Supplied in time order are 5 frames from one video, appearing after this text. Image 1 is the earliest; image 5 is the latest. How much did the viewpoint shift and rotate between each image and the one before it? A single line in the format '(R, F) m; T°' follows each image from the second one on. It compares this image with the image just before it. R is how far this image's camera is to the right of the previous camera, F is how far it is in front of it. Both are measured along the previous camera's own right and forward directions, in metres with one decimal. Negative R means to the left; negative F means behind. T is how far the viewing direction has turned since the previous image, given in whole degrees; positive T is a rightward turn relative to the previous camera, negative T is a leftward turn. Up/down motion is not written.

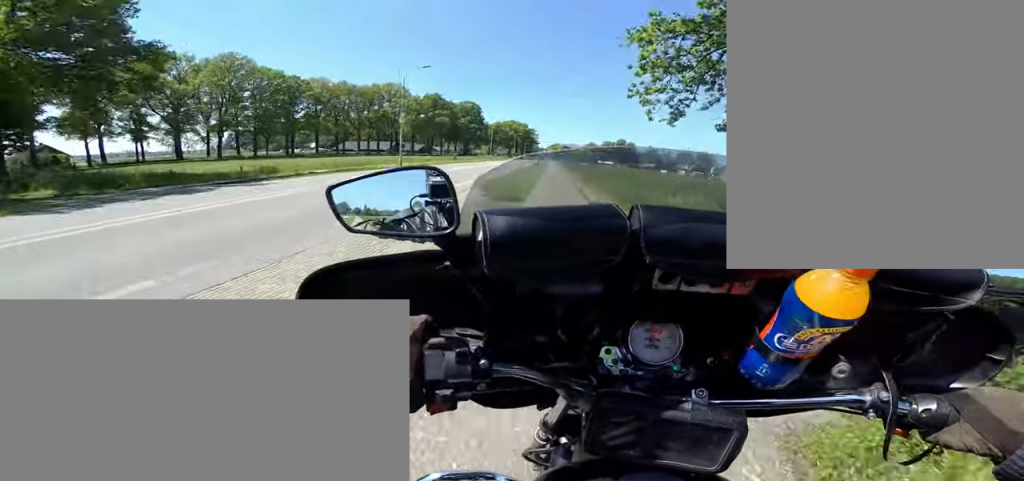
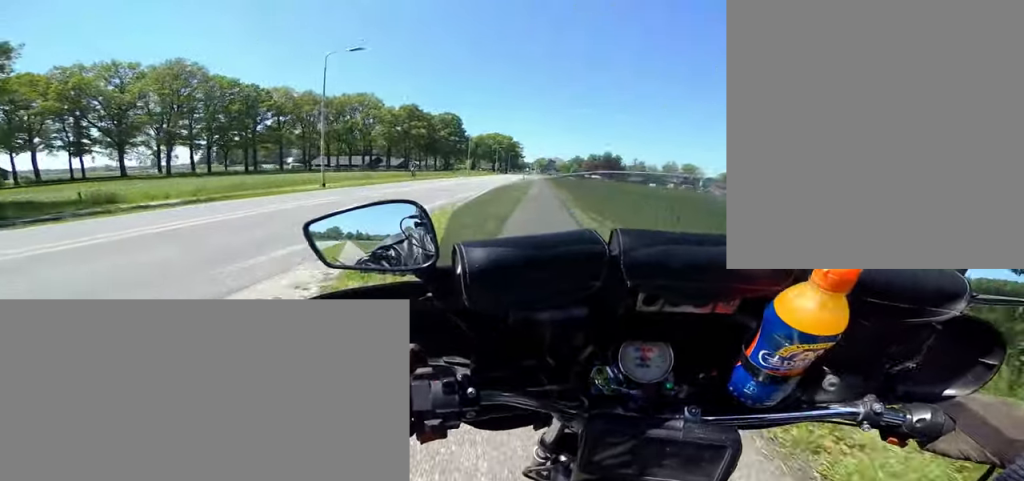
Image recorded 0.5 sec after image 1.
(-0.2, +7.8) m; +3°
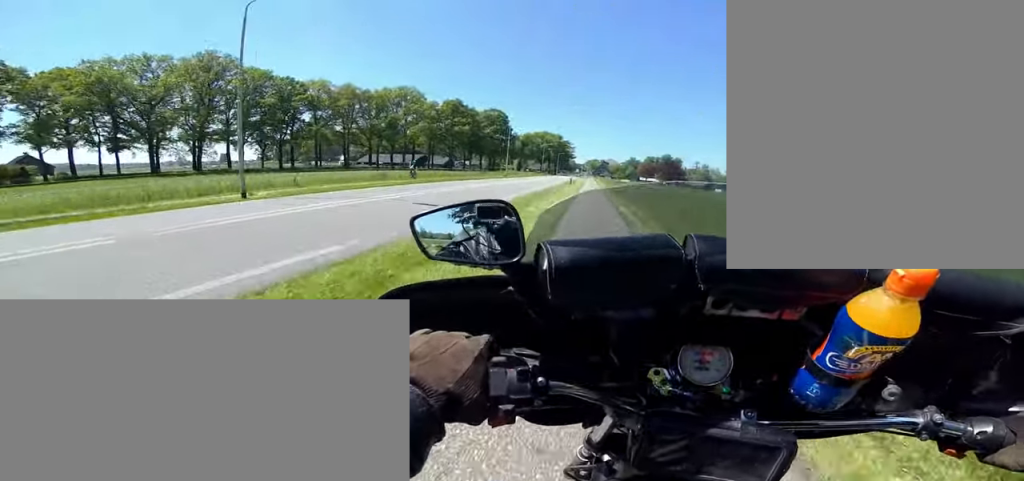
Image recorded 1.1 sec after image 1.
(+0.5, +8.3) m; +1°
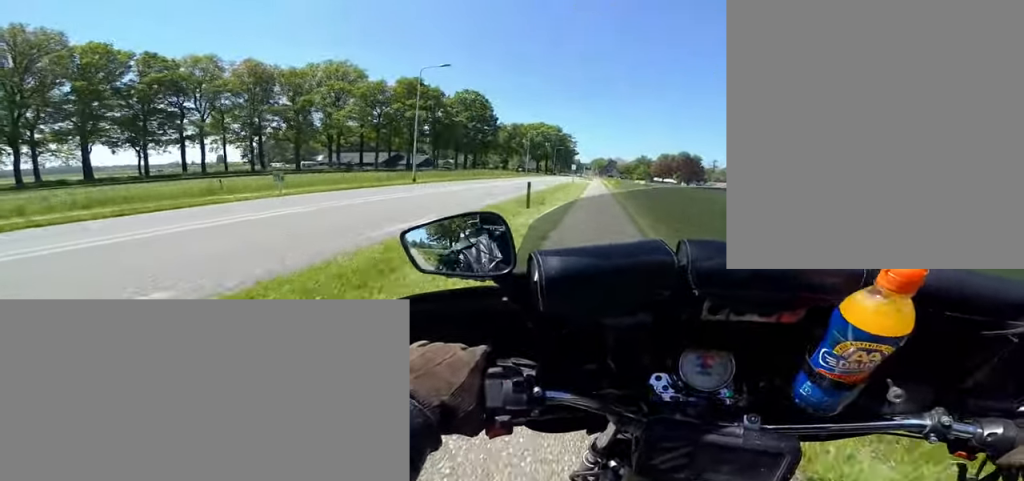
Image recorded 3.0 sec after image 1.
(-0.2, +26.0) m; -1°
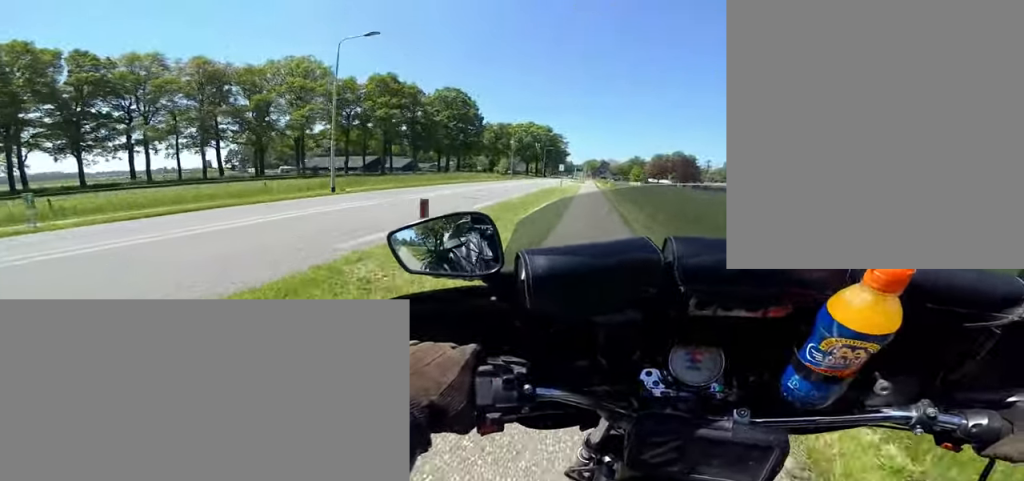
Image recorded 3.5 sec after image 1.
(+0.6, +6.7) m; 0°
